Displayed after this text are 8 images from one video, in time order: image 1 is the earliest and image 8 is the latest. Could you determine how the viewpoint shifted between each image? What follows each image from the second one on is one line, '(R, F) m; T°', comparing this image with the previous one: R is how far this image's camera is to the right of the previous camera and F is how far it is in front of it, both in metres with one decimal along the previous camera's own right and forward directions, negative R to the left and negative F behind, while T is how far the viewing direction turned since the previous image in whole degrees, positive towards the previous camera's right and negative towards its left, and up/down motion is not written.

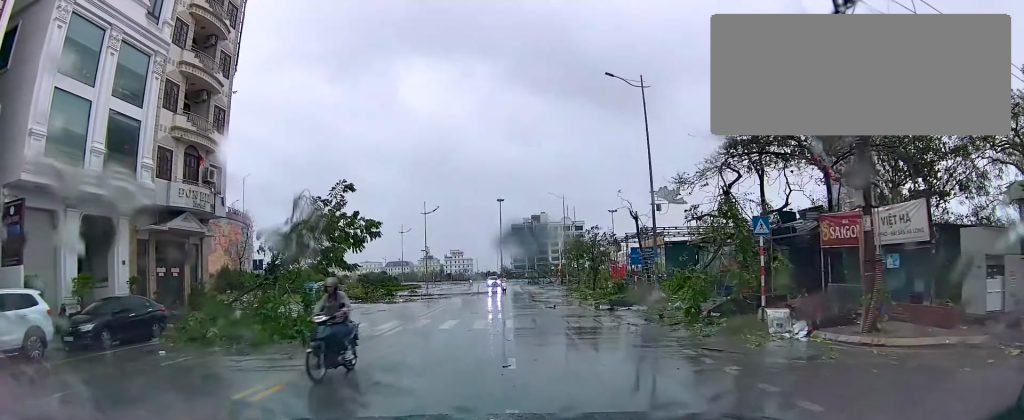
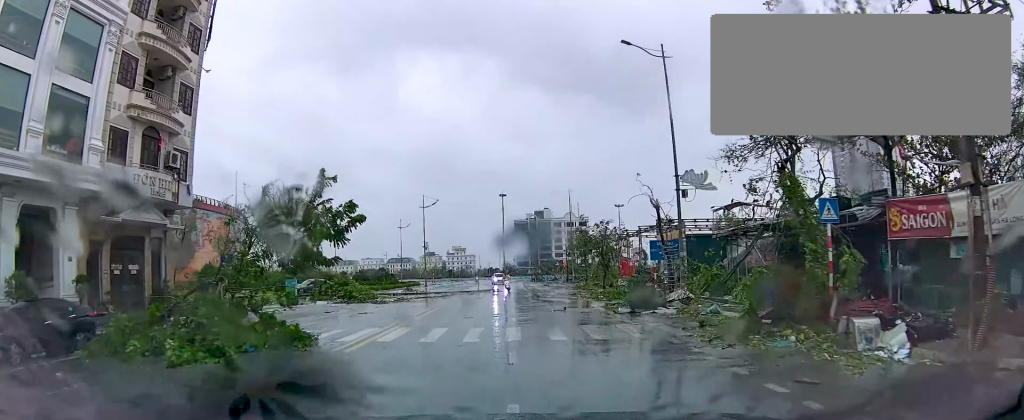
(0.0, +3.8) m; 0°
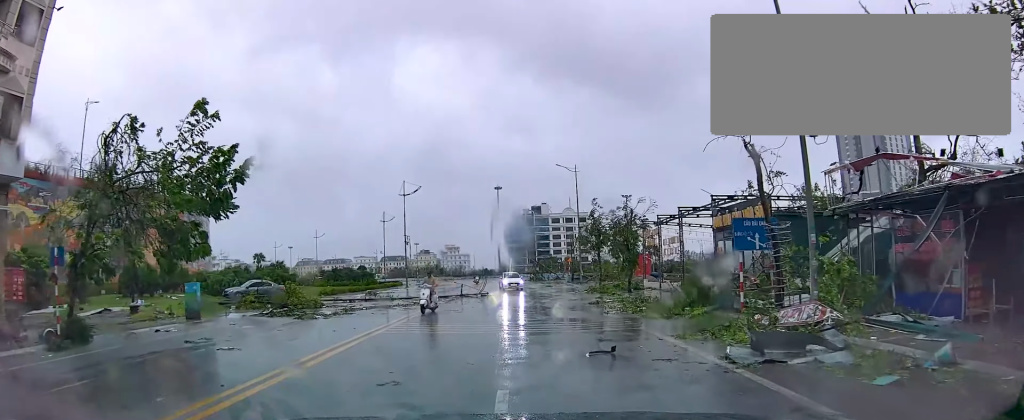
(0.0, +11.0) m; 0°
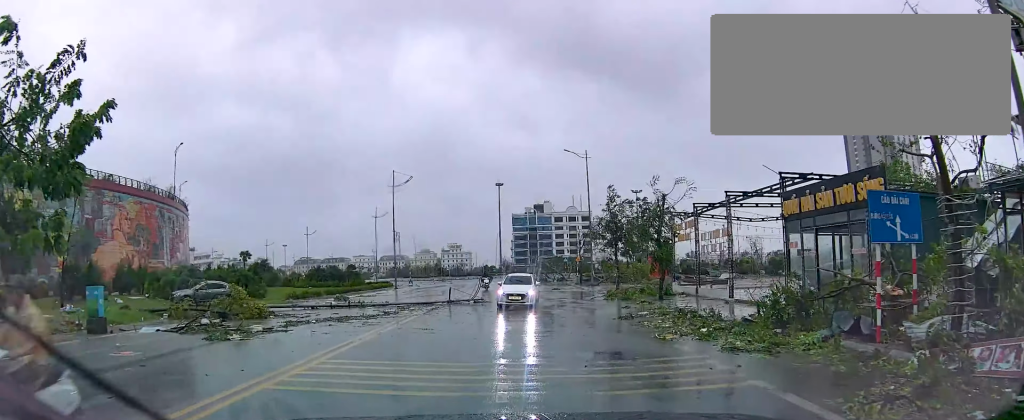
(0.0, +6.6) m; +1°
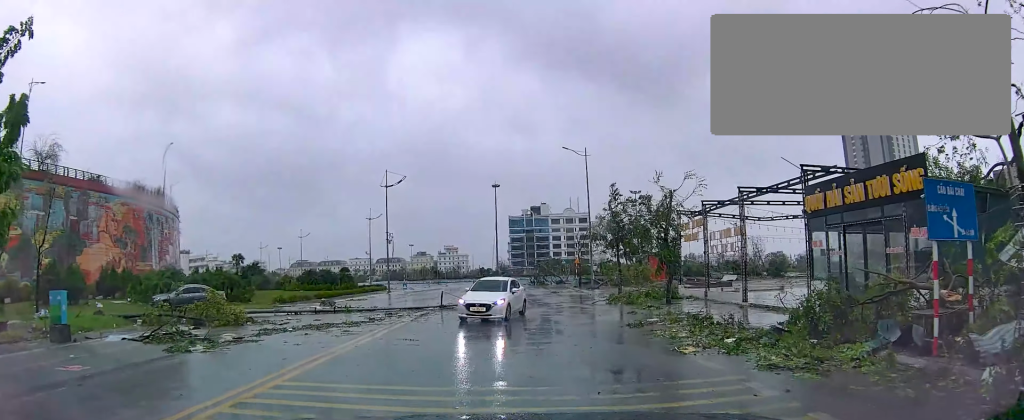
(0.0, +1.9) m; +1°
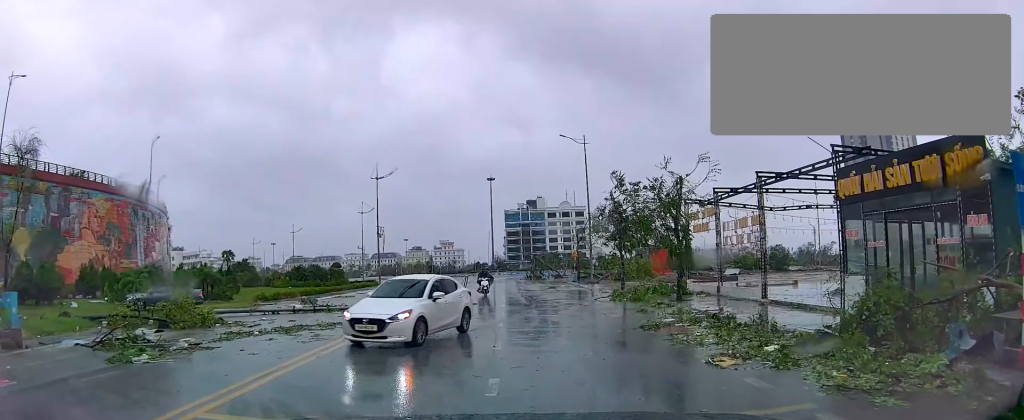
(+0.1, +2.6) m; +1°
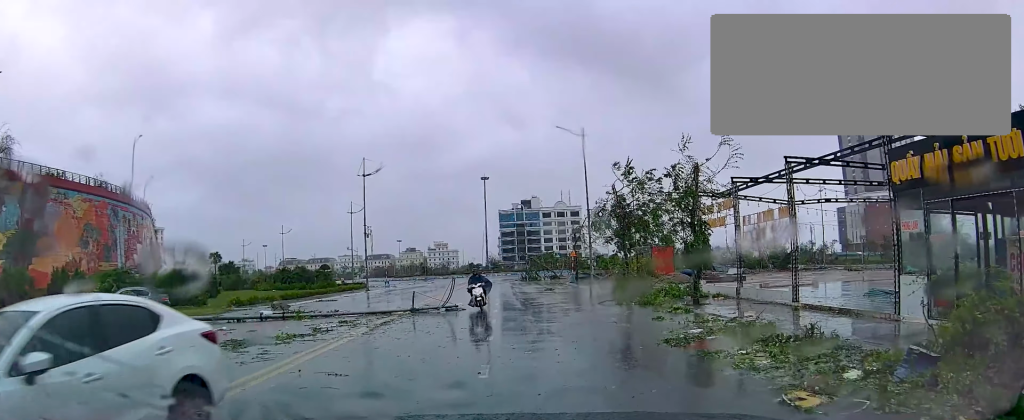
(0.0, +3.4) m; 0°
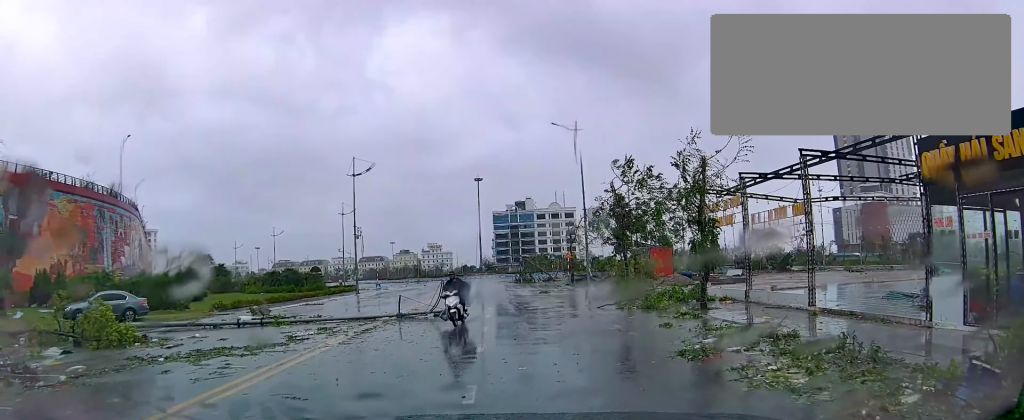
(0.0, +1.7) m; 0°
